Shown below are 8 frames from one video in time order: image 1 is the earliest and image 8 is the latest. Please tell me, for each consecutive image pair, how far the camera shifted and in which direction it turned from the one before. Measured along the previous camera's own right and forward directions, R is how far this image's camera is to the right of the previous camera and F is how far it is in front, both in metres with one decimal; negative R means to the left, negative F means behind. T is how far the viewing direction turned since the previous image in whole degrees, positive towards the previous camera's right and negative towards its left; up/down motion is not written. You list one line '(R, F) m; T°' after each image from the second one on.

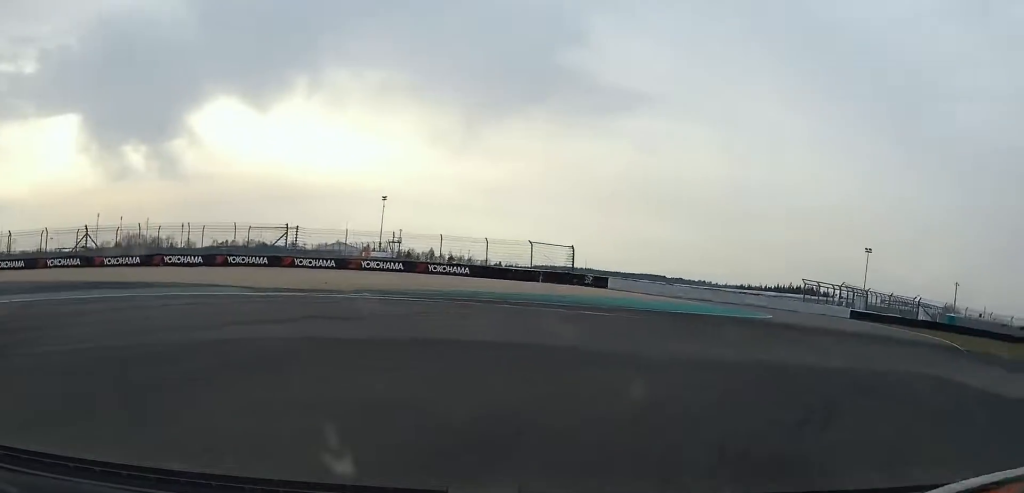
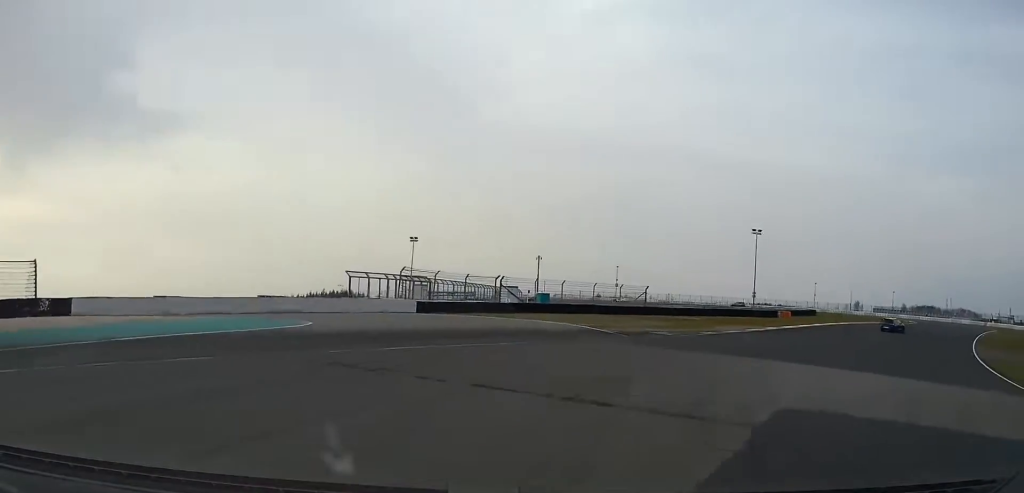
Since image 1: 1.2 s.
(+7.8, +16.2) m; +46°
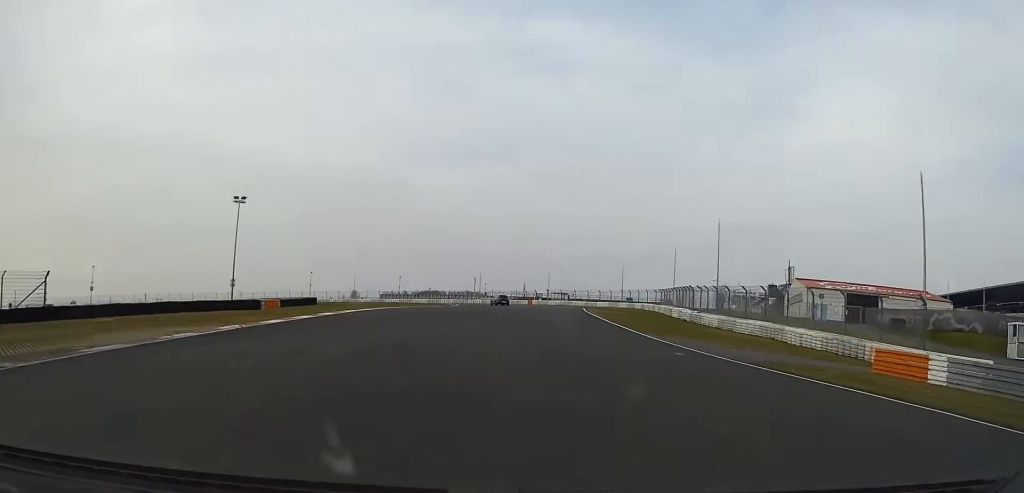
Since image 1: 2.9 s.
(+13.1, +31.8) m; +35°
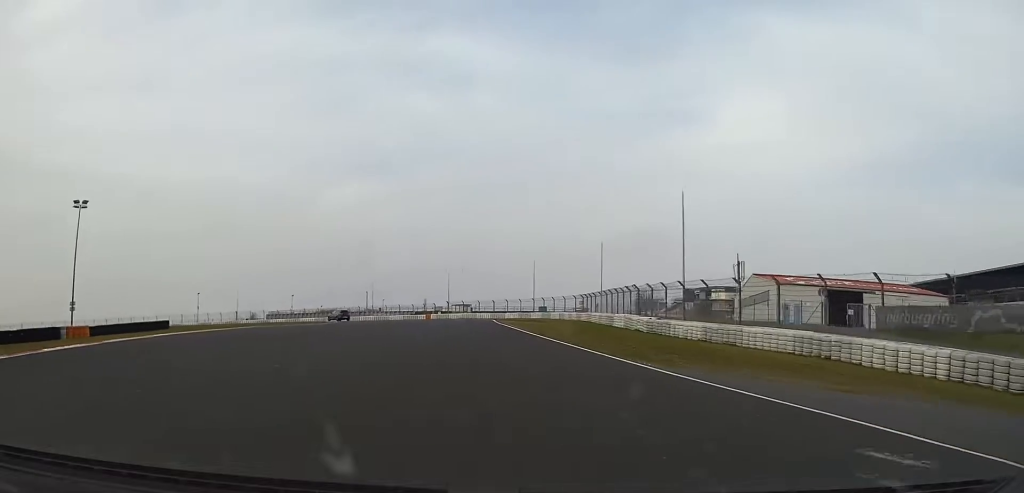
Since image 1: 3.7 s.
(+1.6, +19.3) m; +7°
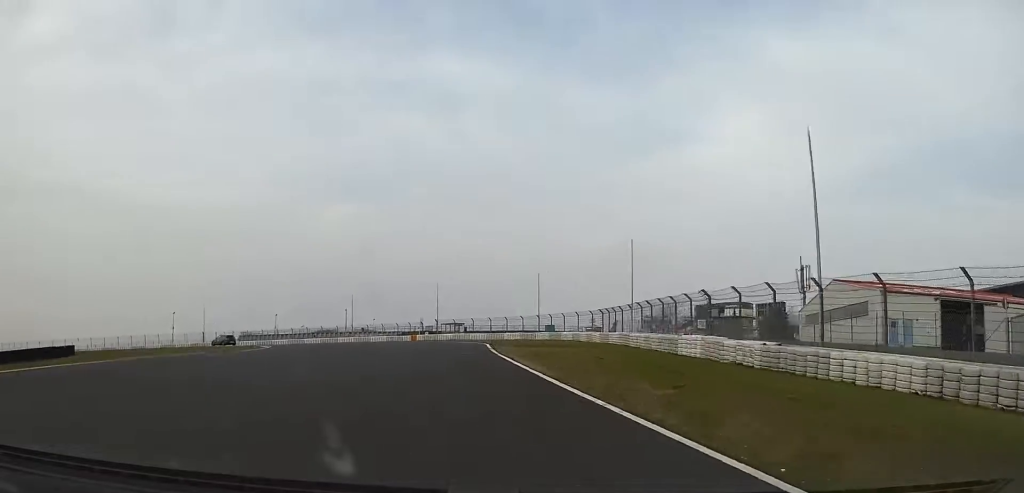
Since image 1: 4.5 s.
(+1.3, +21.1) m; +2°
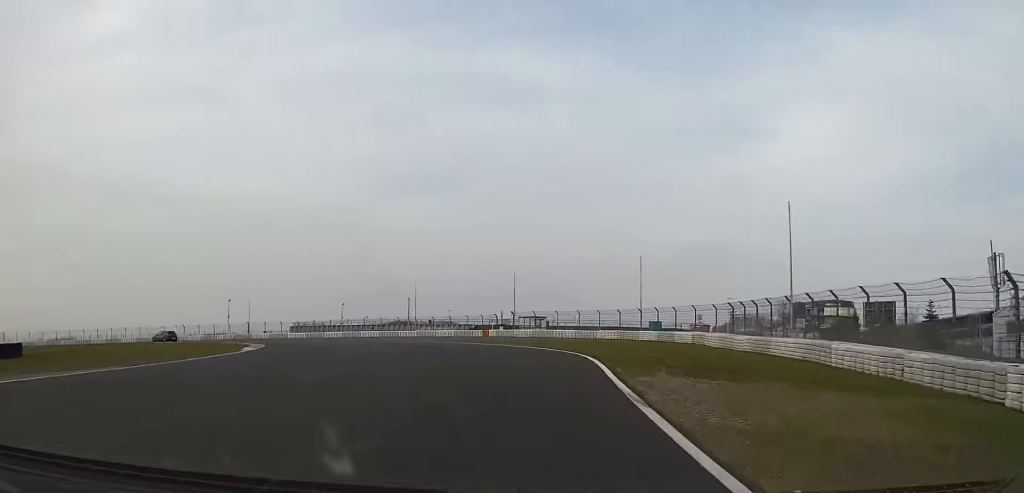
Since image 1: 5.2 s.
(-0.6, +21.0) m; -6°
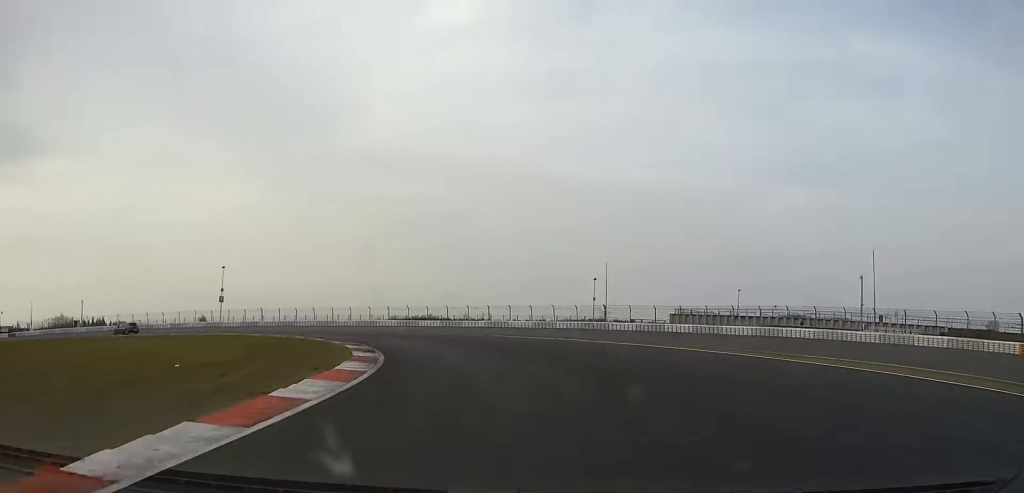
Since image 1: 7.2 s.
(-13.4, +48.0) m; -36°
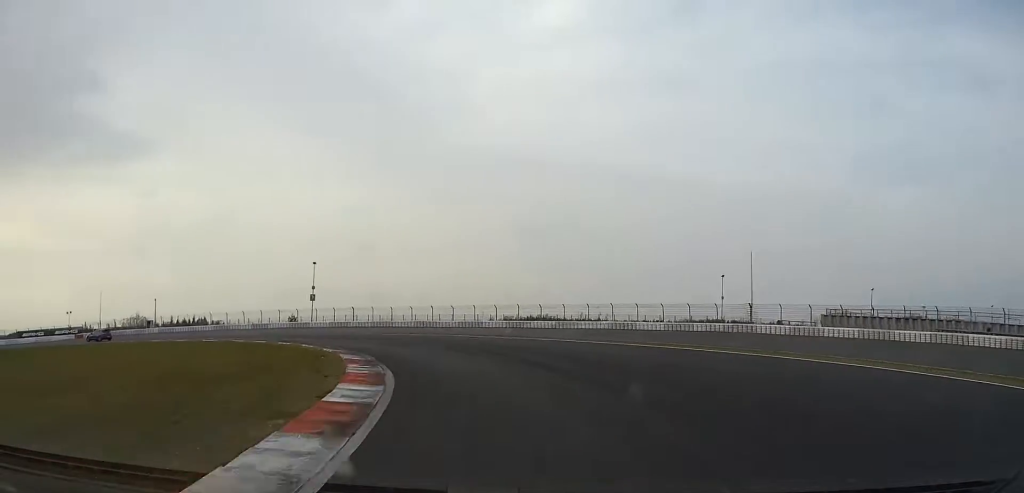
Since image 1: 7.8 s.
(-1.8, +15.2) m; -12°
